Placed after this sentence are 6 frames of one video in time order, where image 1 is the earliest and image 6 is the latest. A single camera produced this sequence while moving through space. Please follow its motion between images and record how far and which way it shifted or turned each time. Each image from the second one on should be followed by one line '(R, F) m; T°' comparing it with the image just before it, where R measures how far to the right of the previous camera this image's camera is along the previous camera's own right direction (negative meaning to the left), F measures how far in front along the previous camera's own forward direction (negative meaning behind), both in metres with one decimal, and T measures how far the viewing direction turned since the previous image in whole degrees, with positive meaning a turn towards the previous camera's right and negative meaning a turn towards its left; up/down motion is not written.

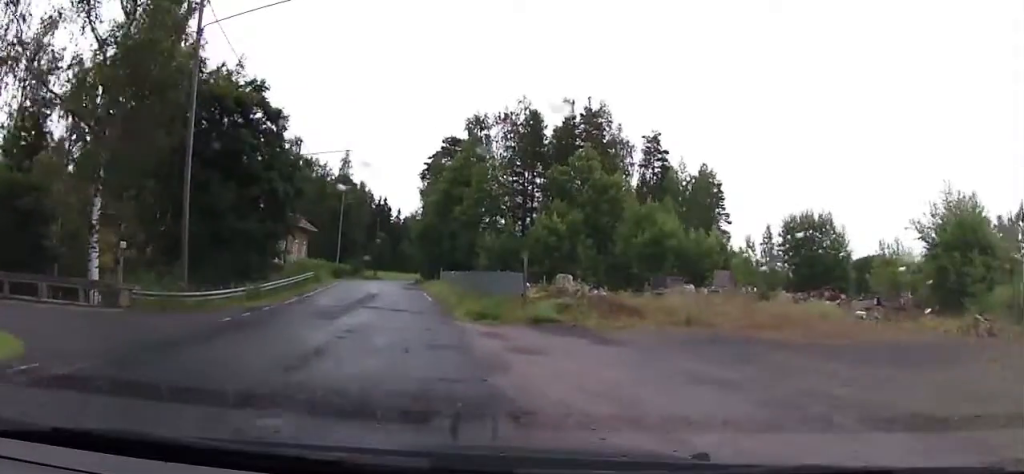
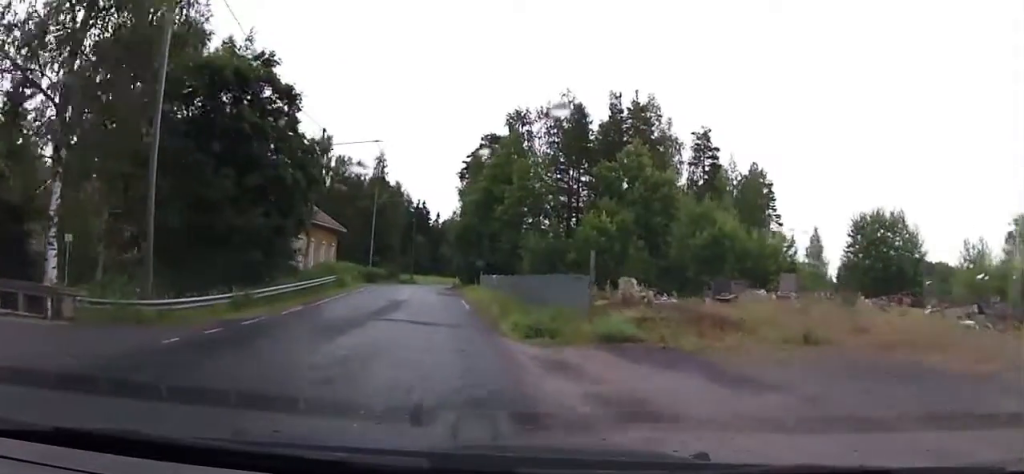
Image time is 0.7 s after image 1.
(0.0, +4.8) m; -4°
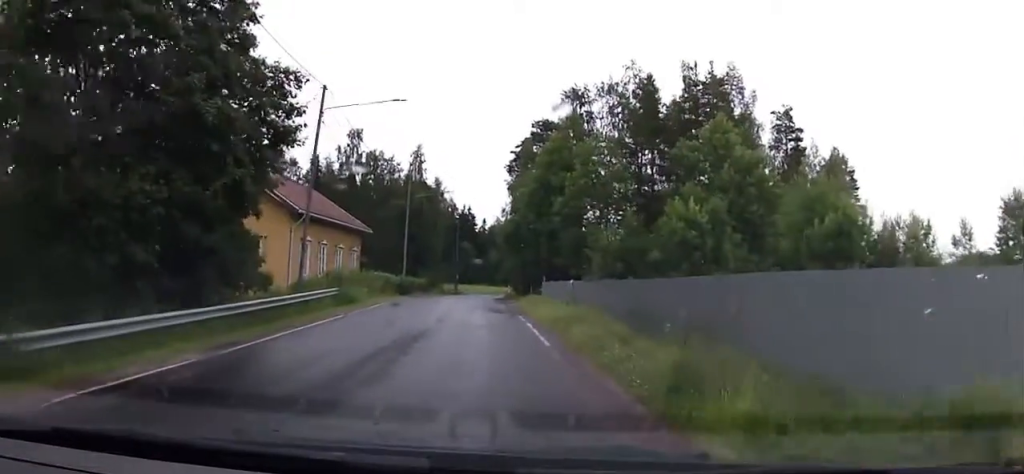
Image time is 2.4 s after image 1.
(-0.4, +11.9) m; -3°
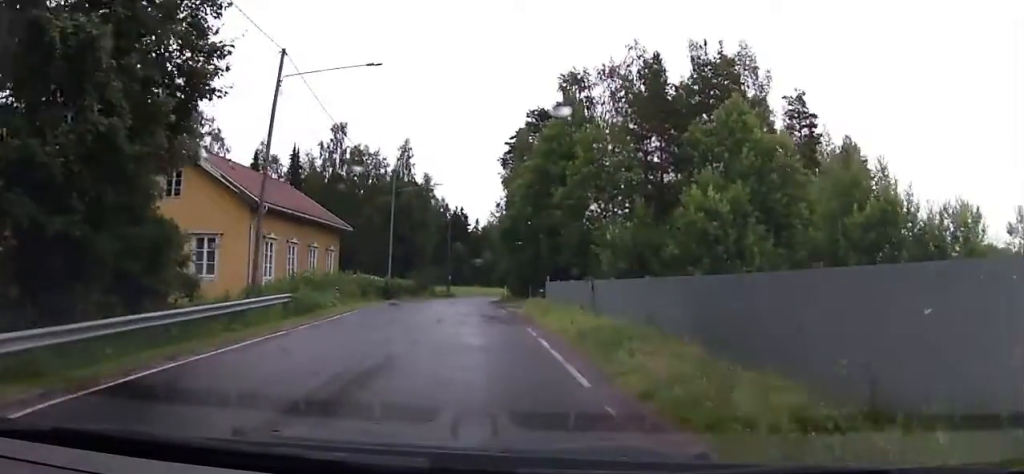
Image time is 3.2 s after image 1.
(-0.1, +5.5) m; -3°
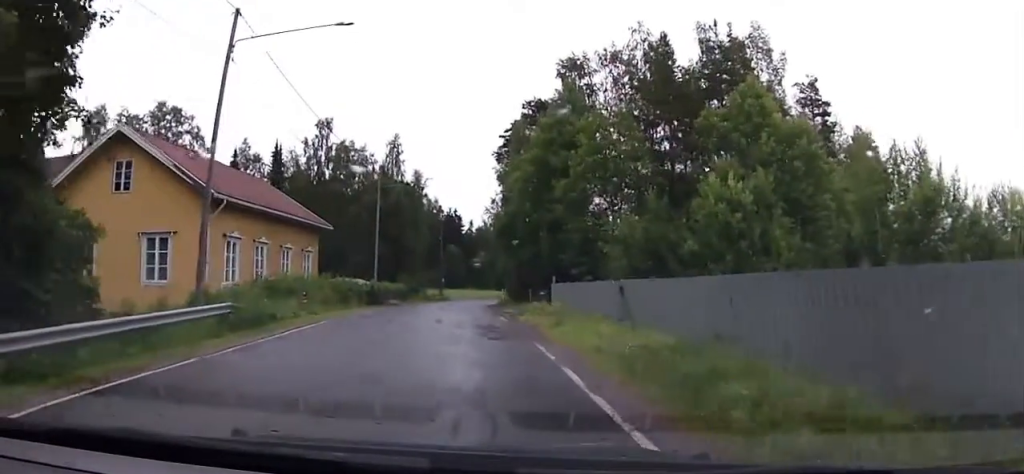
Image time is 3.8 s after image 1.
(-0.5, +4.6) m; -2°
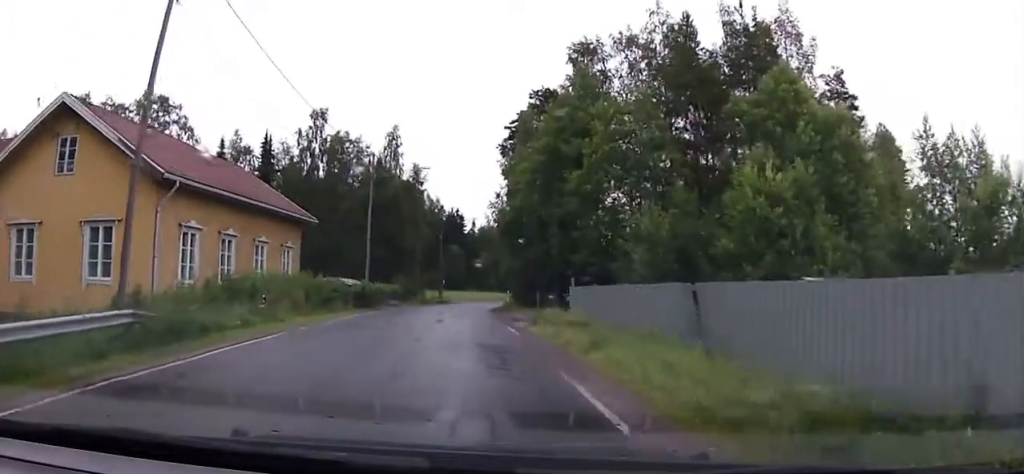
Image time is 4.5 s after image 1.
(+0.3, +4.9) m; +1°
